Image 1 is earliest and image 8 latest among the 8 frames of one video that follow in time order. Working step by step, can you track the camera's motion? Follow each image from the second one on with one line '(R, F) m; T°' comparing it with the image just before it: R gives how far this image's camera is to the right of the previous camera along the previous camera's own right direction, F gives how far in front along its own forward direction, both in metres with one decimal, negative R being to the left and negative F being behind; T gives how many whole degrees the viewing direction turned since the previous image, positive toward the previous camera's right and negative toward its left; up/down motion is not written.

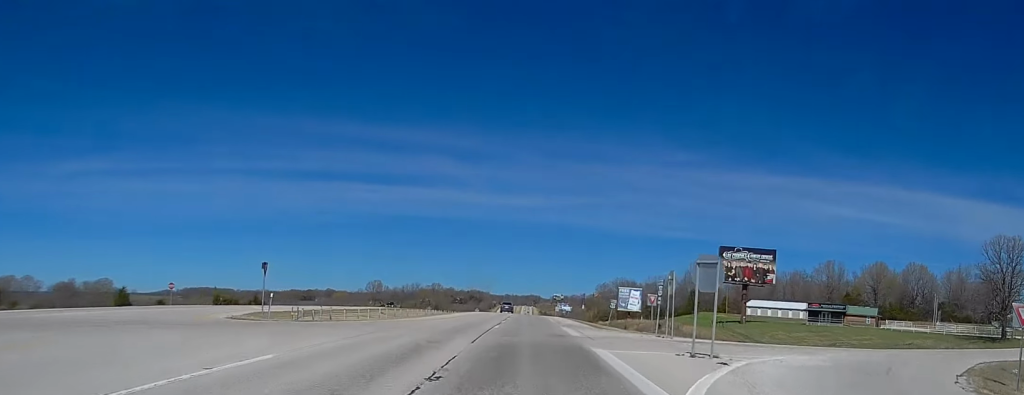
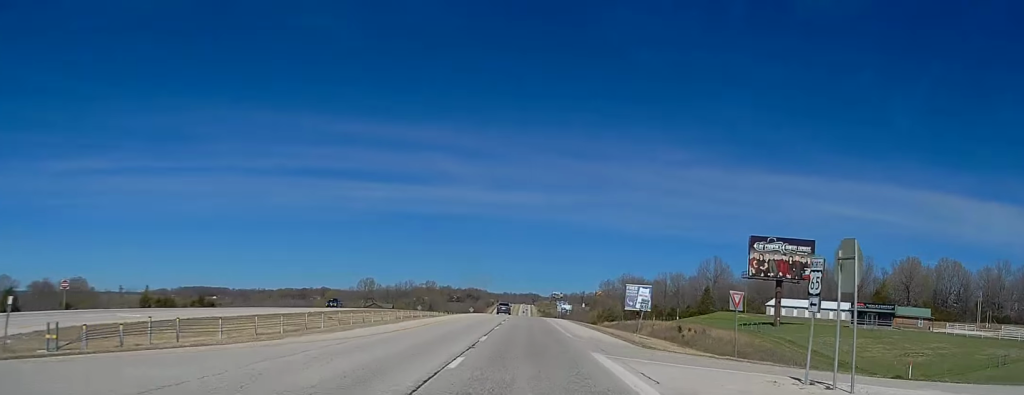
(+0.1, +22.2) m; +1°
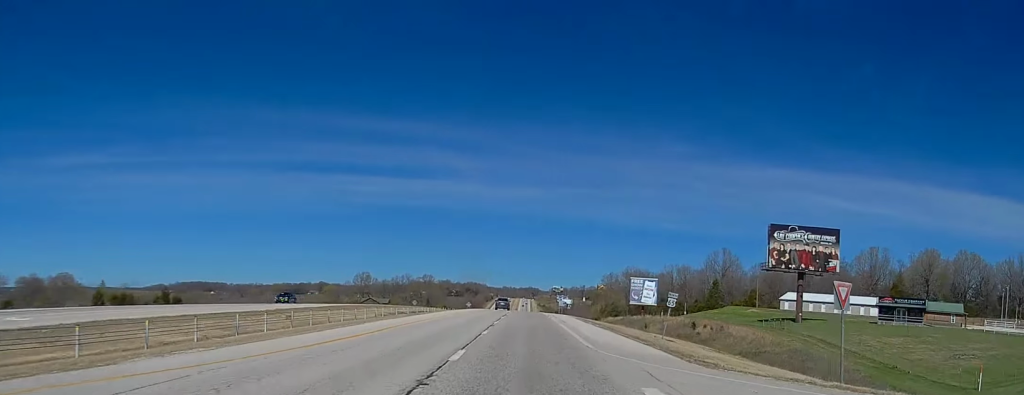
(+0.1, +11.1) m; 0°
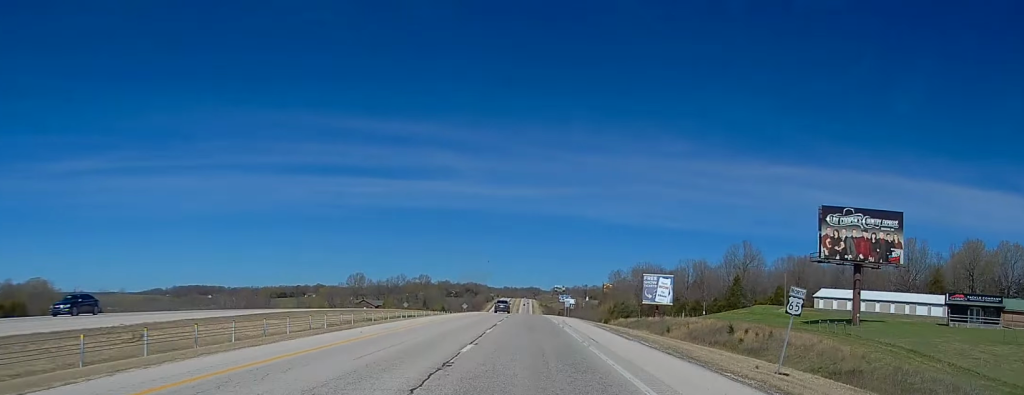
(+0.1, +21.8) m; 0°
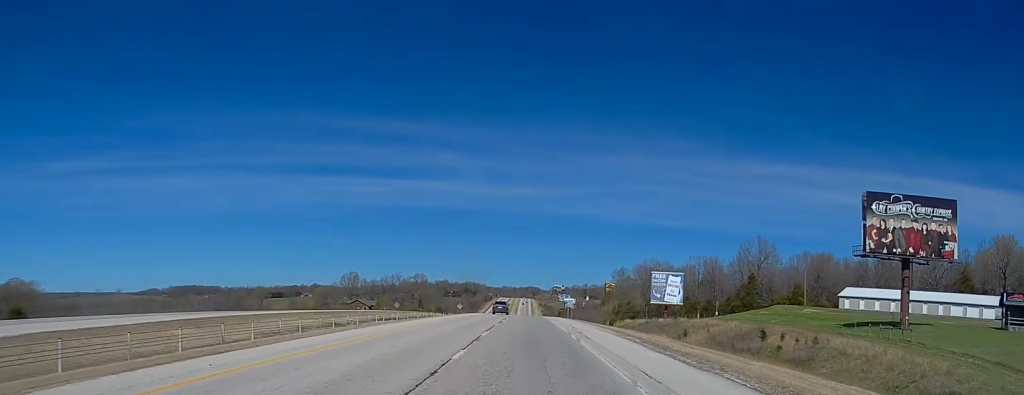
(-0.1, +14.2) m; 0°
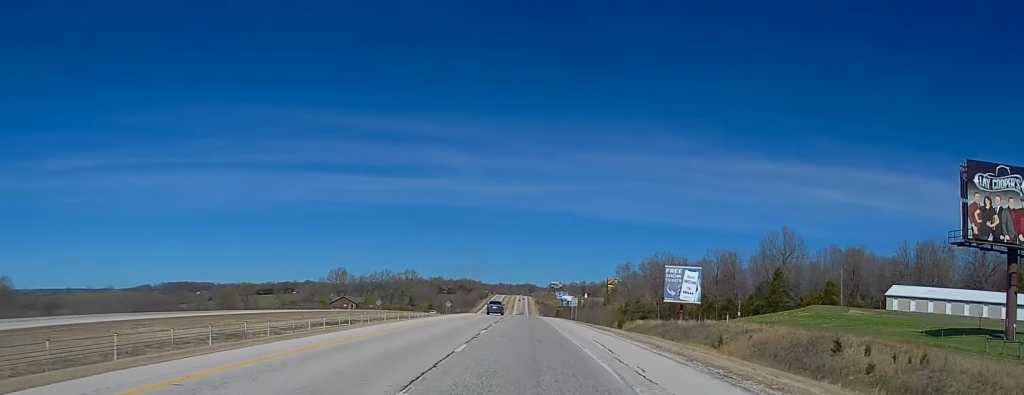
(+0.3, +22.1) m; 0°
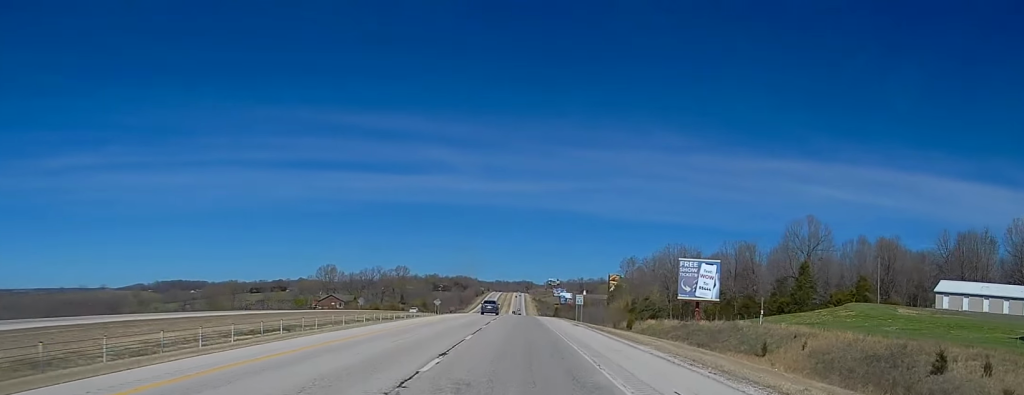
(+0.1, +17.7) m; 0°
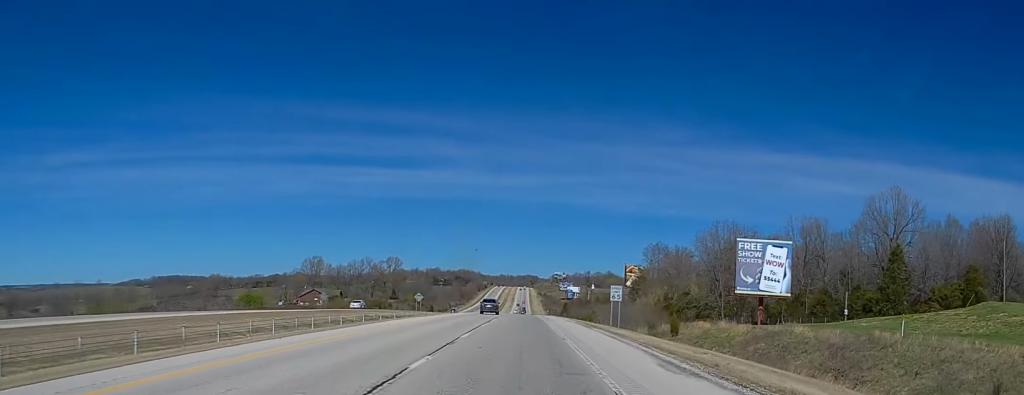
(-0.5, +36.8) m; -1°
